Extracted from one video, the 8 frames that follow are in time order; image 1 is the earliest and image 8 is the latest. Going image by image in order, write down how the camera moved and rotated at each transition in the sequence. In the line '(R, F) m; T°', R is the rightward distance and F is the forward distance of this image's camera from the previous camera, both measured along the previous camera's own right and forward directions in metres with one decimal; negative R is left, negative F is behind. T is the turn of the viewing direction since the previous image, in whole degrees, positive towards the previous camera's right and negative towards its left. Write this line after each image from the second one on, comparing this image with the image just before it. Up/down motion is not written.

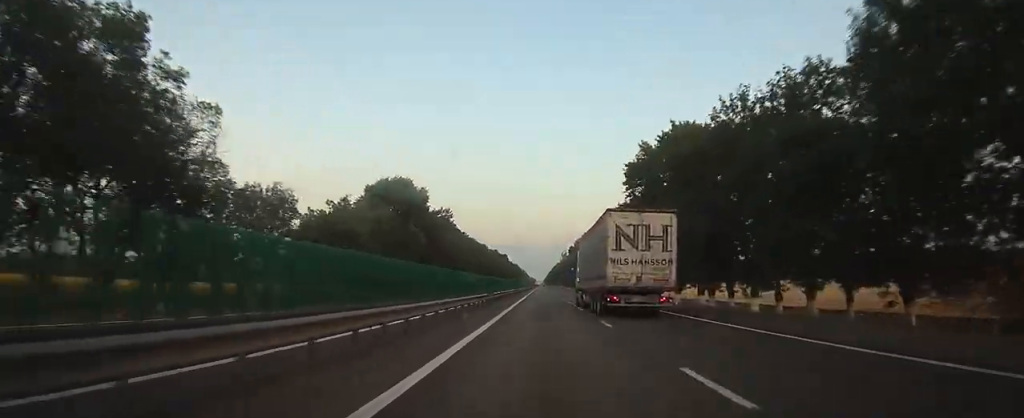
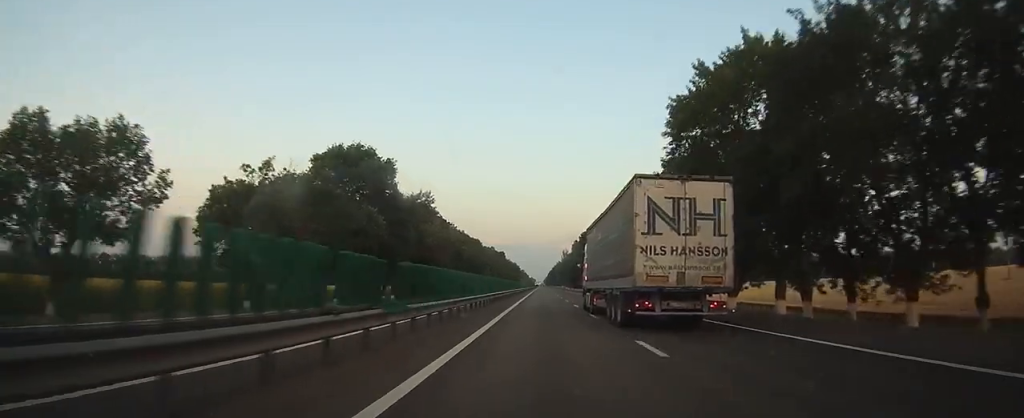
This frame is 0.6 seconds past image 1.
(-0.1, +19.5) m; 0°
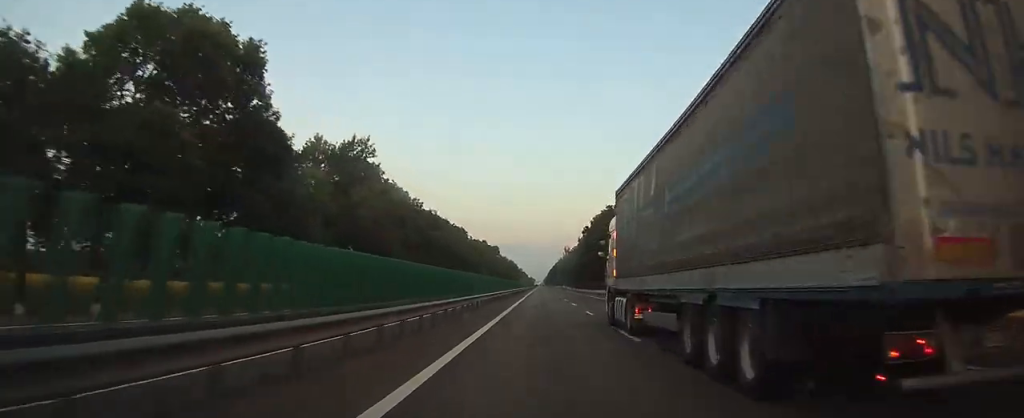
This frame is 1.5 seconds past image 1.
(+0.2, +33.2) m; 0°
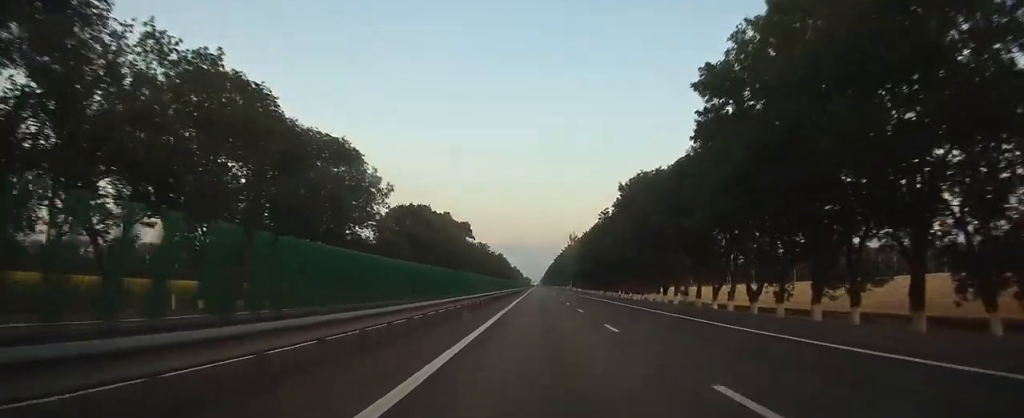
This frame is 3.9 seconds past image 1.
(-0.5, +80.8) m; 0°
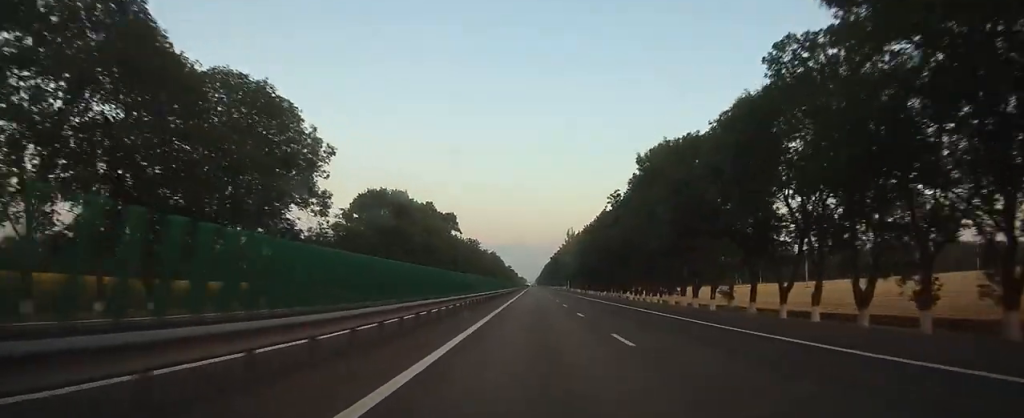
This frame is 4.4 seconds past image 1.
(0.0, +15.8) m; 0°
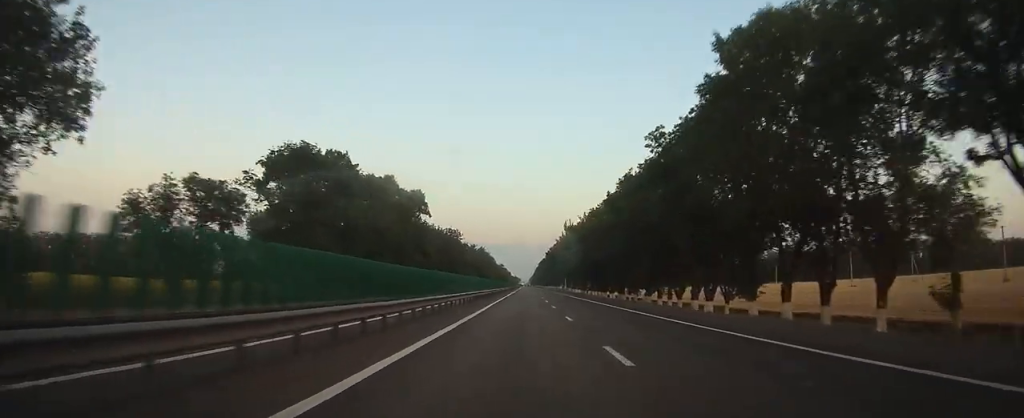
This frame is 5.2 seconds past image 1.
(+0.1, +27.1) m; 0°
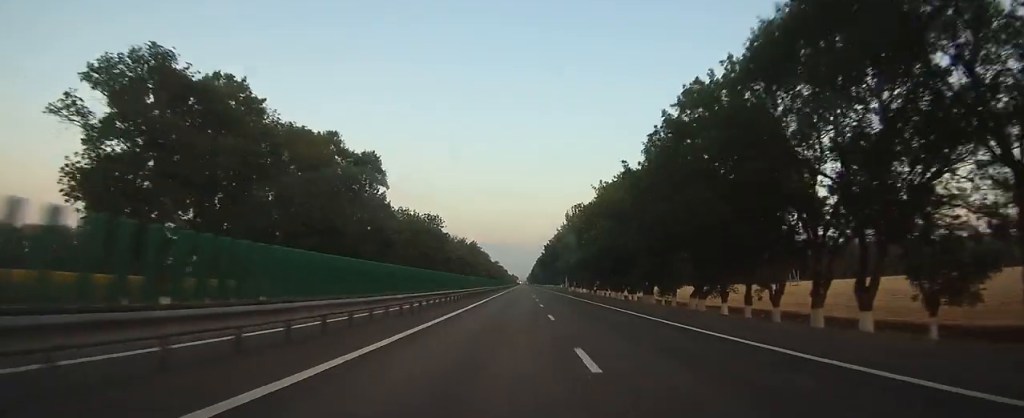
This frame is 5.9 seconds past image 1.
(+0.1, +24.8) m; 0°
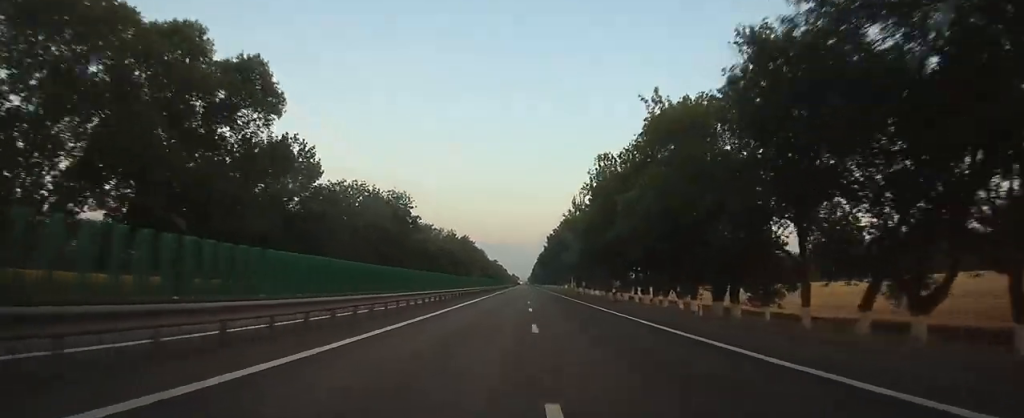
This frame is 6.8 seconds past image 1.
(+0.1, +29.2) m; 0°
